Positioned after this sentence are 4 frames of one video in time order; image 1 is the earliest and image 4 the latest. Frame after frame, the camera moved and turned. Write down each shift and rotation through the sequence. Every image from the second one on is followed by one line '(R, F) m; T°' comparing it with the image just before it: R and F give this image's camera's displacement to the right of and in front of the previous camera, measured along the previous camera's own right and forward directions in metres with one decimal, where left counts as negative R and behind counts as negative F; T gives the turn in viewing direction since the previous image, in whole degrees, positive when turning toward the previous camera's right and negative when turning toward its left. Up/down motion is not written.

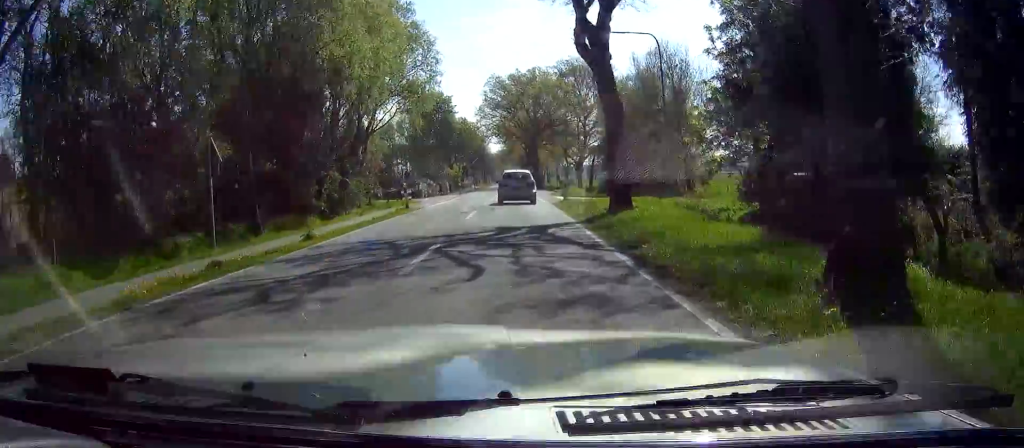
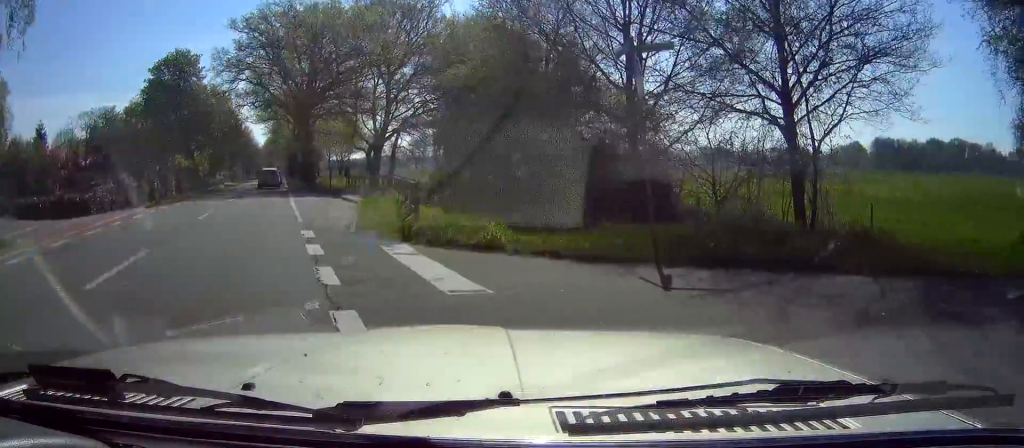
(0.0, +36.4) m; +6°
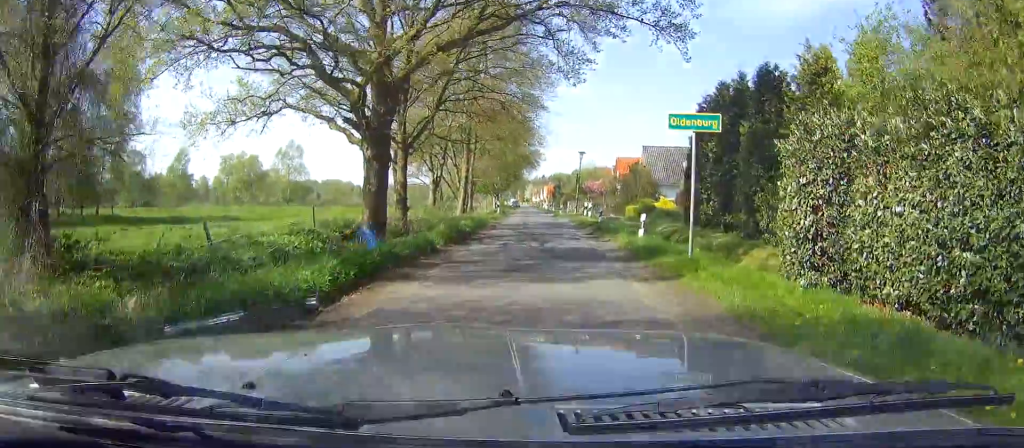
(+12.5, -0.4) m; +129°
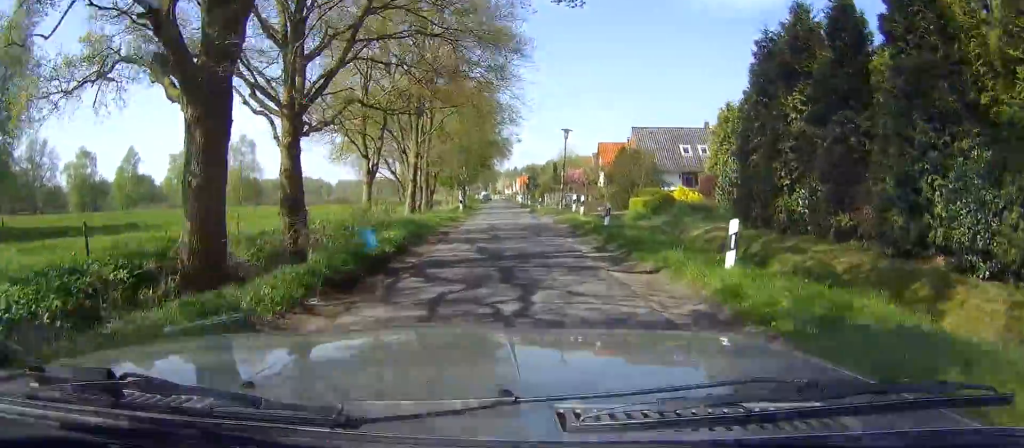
(+0.3, +10.4) m; +2°
